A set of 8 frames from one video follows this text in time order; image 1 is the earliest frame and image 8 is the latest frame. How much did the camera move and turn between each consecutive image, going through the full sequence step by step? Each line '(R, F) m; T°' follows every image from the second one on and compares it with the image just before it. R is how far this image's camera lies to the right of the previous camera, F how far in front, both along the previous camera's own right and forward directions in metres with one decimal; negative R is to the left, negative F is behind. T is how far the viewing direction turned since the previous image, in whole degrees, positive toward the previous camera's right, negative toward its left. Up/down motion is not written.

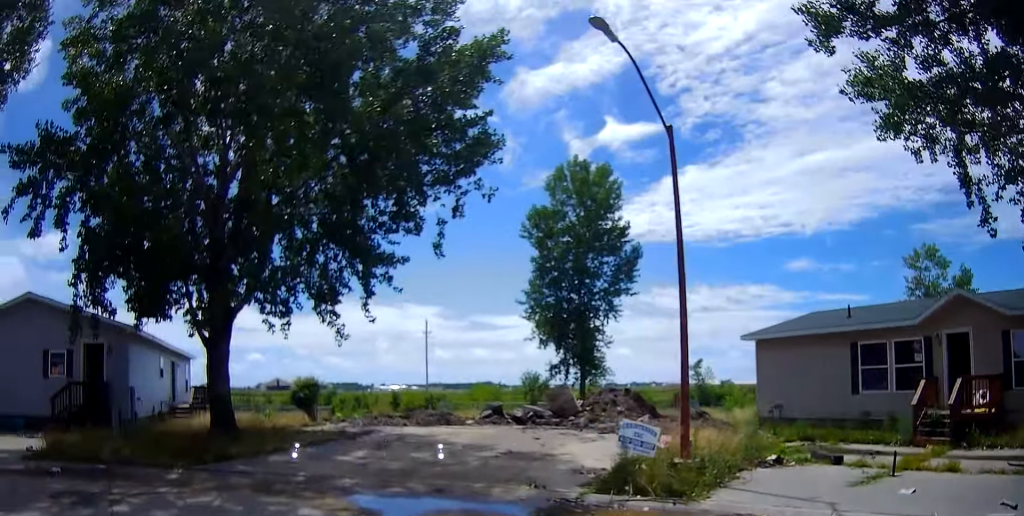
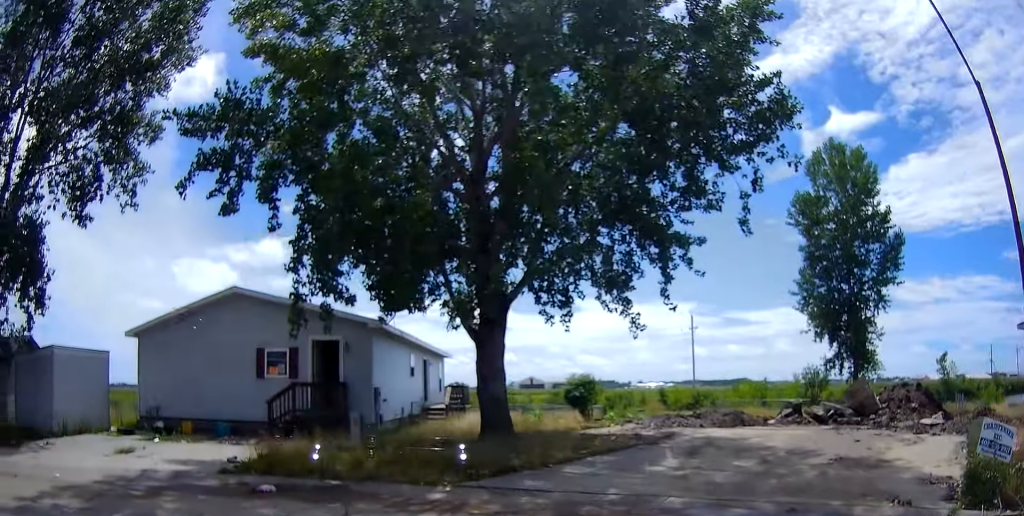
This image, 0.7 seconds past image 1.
(-0.4, +1.9) m; -24°
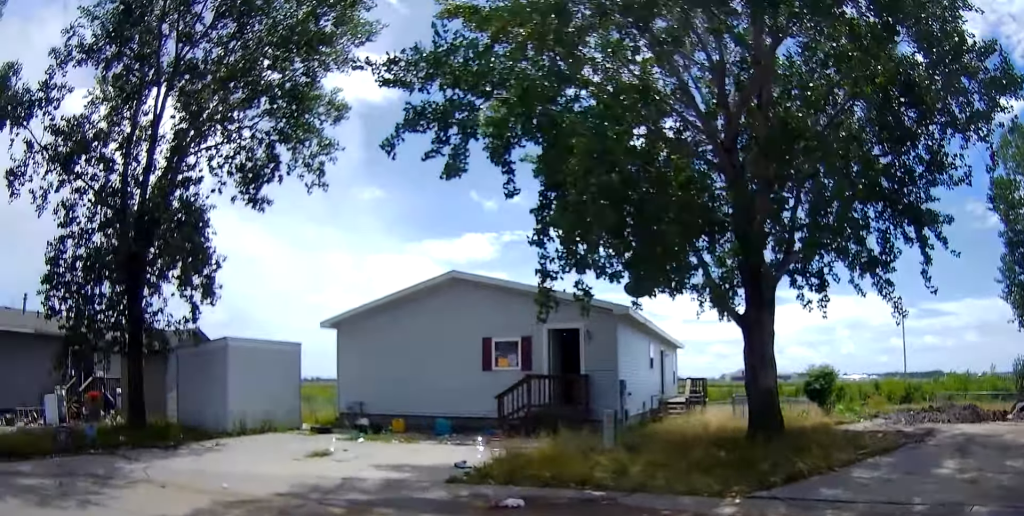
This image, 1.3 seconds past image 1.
(-0.1, +1.8) m; -21°
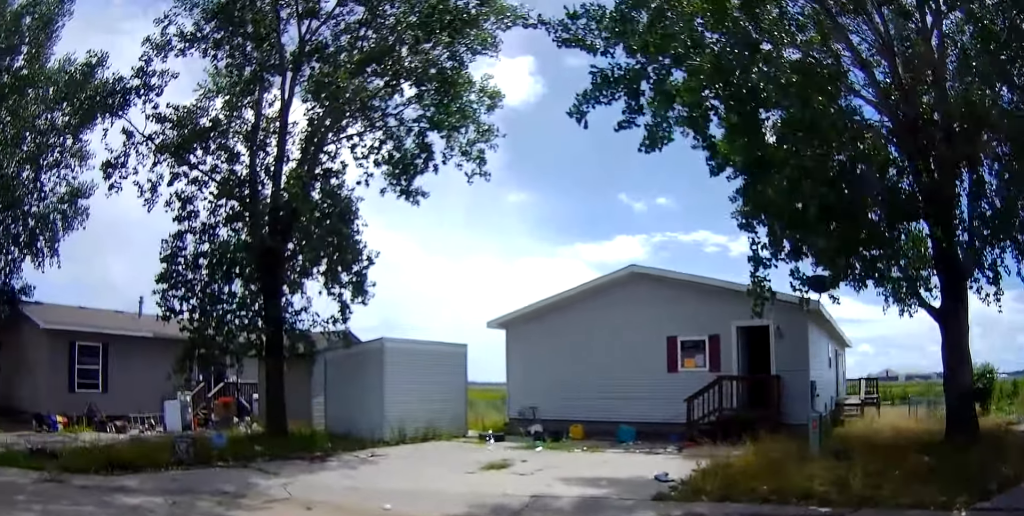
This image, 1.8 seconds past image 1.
(-0.4, +1.2) m; -13°
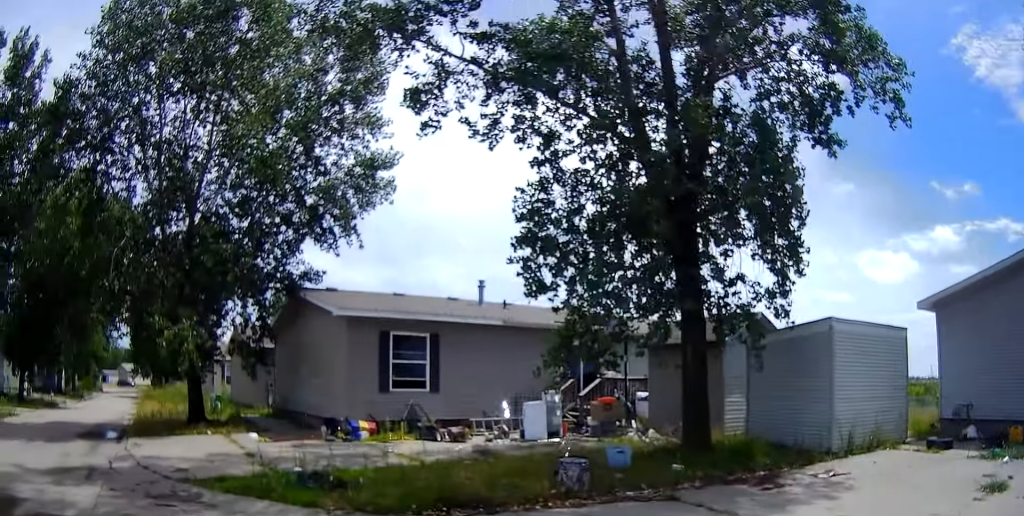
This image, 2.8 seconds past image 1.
(-1.0, +3.4) m; -32°
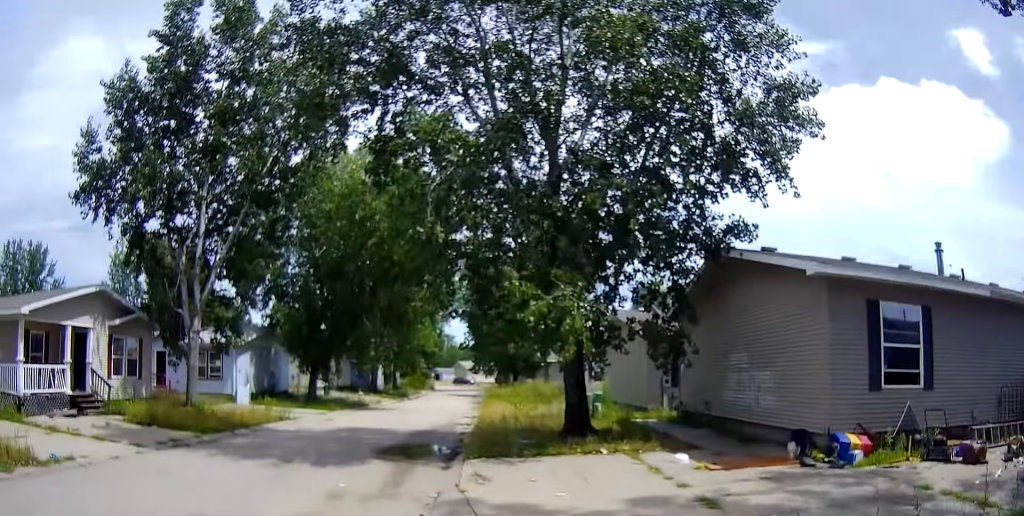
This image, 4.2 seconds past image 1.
(-1.8, +4.8) m; -32°
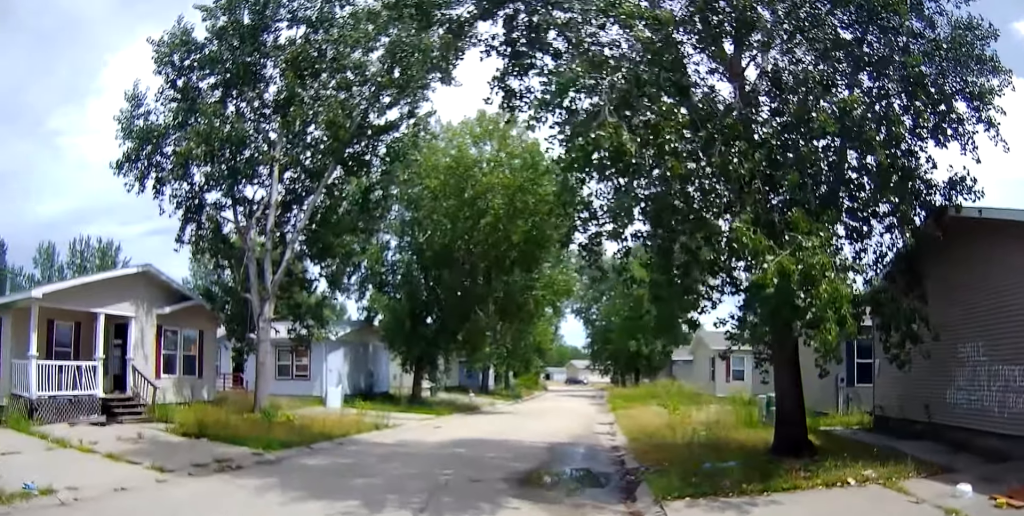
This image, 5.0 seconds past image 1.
(-0.3, +3.9) m; -3°
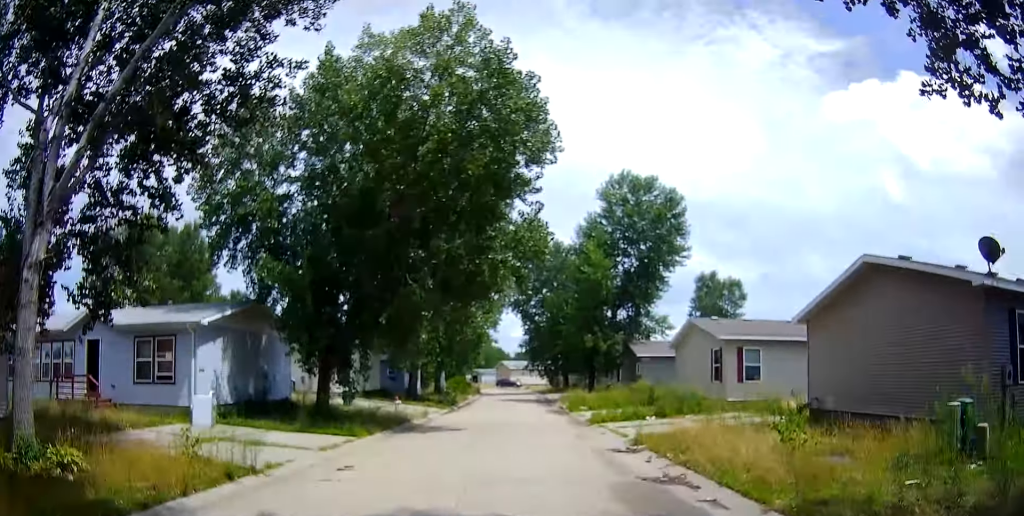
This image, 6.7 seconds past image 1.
(+0.5, +8.5) m; +10°
